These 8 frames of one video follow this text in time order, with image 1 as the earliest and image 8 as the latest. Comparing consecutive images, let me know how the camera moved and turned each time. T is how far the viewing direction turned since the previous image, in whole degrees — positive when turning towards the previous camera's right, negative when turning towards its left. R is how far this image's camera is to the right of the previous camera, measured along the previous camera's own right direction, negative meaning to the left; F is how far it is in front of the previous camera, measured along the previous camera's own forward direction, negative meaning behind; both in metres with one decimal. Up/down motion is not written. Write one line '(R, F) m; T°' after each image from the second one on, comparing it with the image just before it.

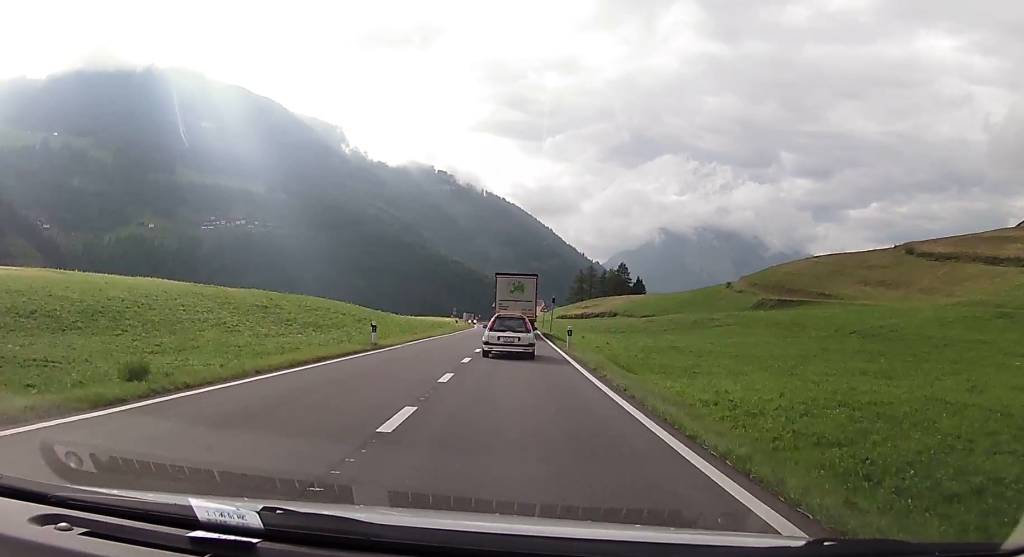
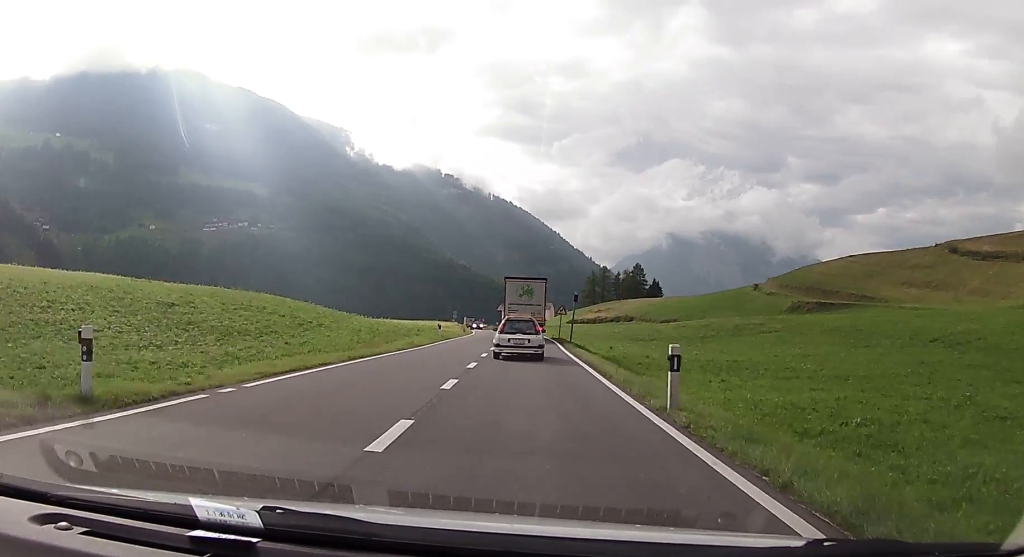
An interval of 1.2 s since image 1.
(0.0, +20.9) m; 0°
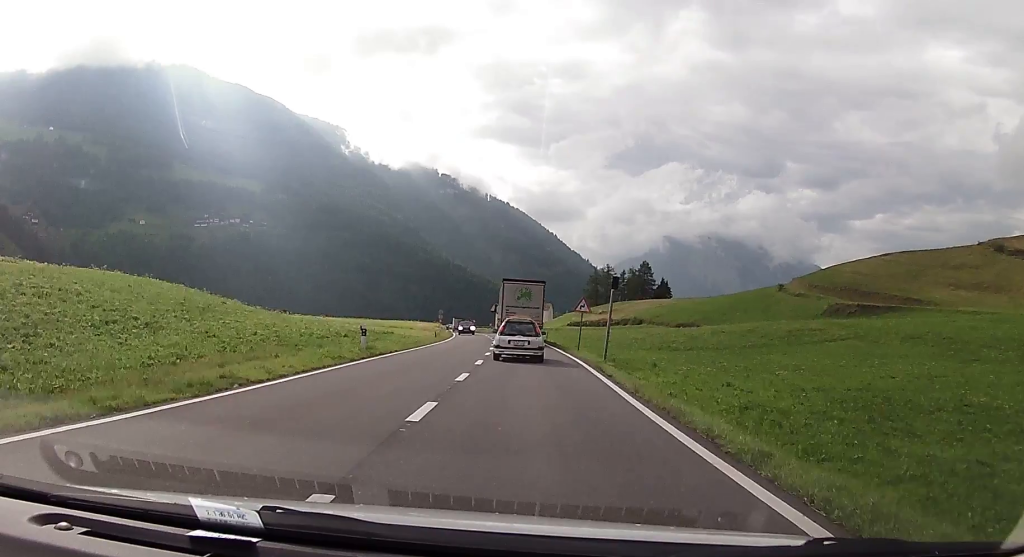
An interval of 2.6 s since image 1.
(-0.1, +24.2) m; -1°
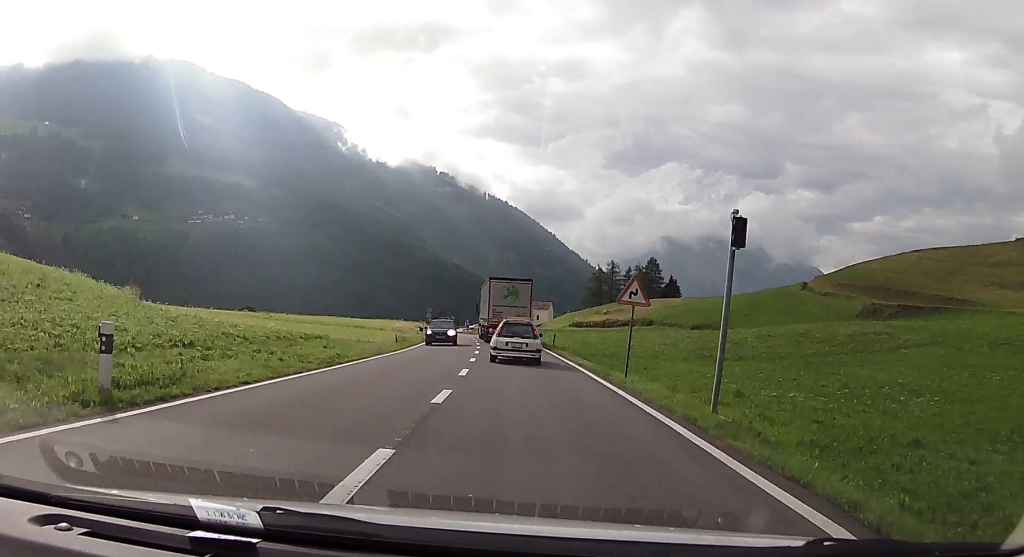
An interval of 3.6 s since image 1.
(-0.1, +15.2) m; 0°
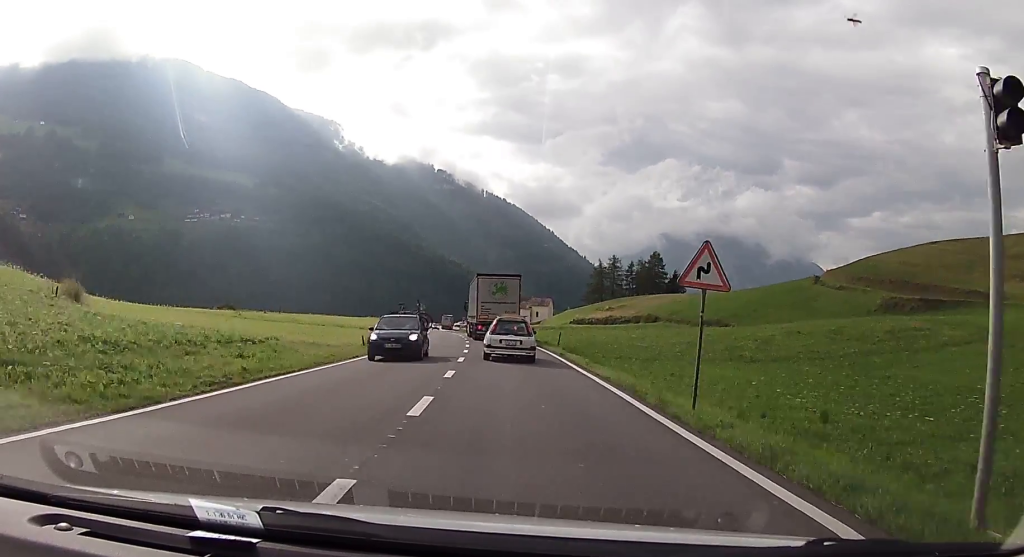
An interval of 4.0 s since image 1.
(0.0, +6.6) m; 0°
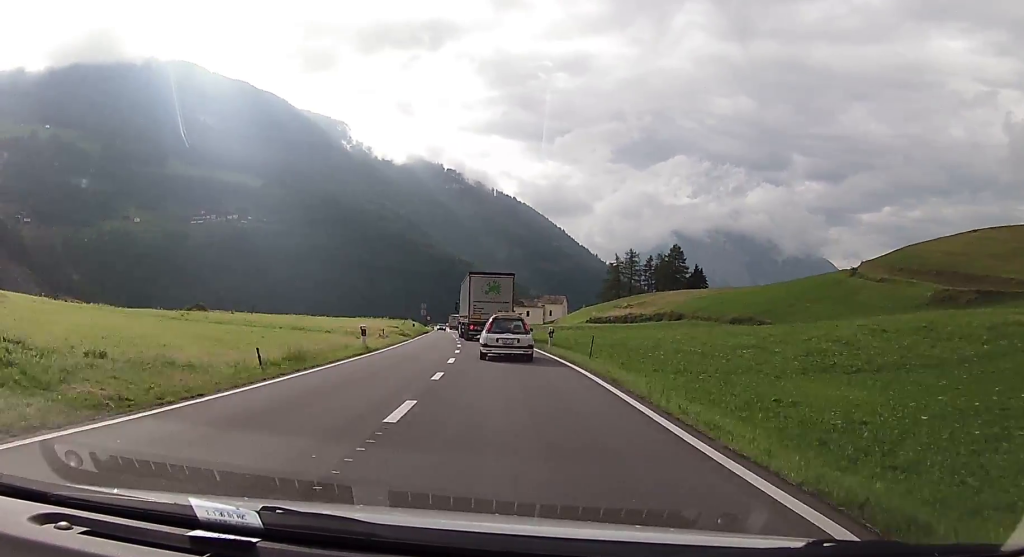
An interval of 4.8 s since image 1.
(0.0, +11.2) m; -1°
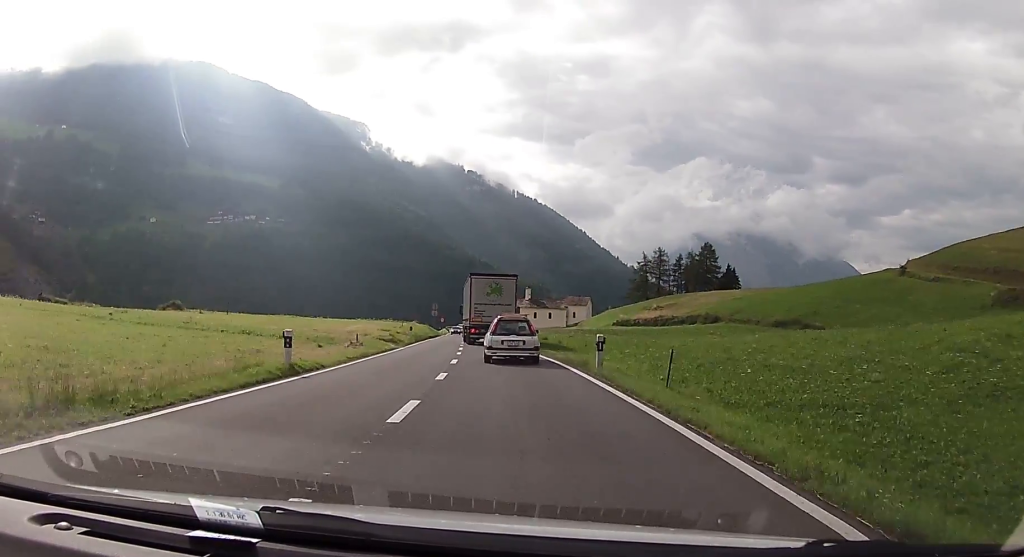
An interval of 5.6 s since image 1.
(-0.2, +10.6) m; -1°
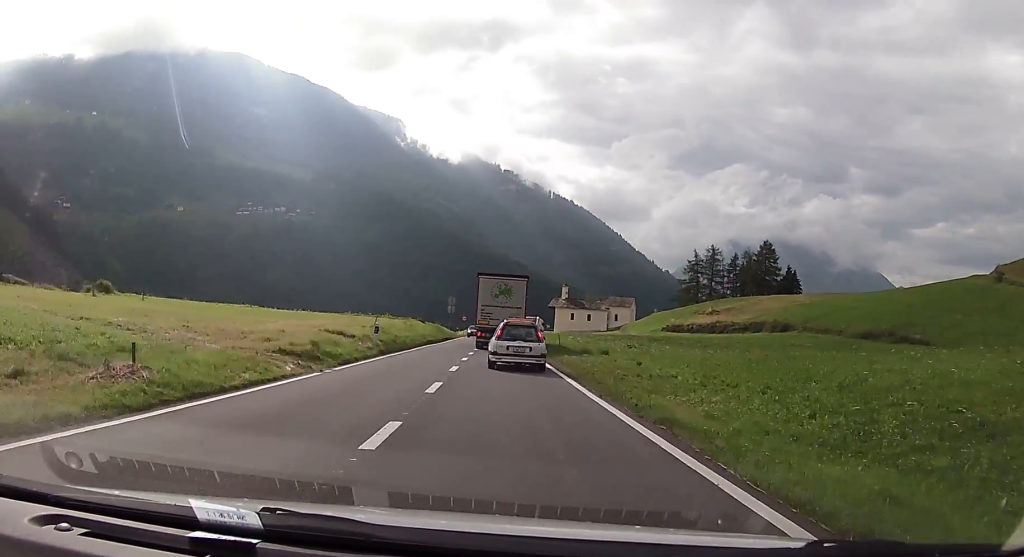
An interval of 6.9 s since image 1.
(-0.3, +19.7) m; -2°
